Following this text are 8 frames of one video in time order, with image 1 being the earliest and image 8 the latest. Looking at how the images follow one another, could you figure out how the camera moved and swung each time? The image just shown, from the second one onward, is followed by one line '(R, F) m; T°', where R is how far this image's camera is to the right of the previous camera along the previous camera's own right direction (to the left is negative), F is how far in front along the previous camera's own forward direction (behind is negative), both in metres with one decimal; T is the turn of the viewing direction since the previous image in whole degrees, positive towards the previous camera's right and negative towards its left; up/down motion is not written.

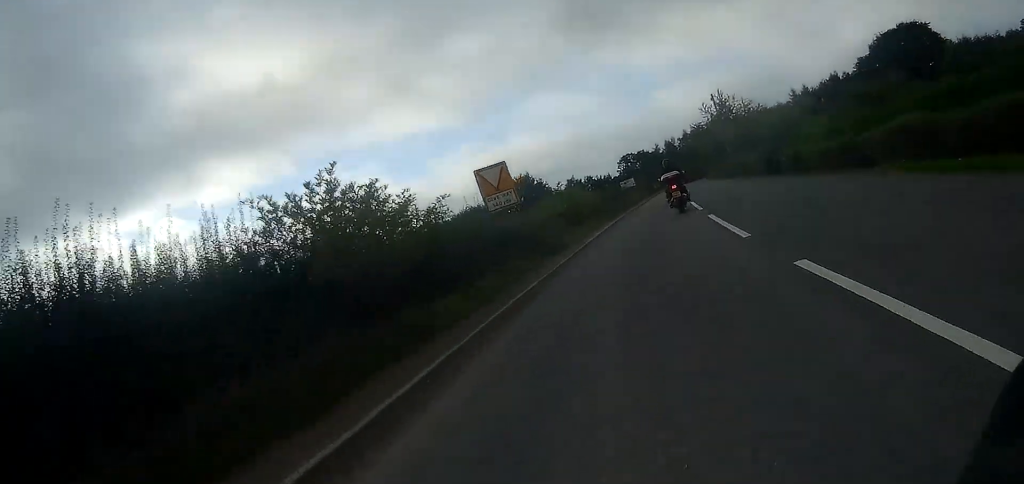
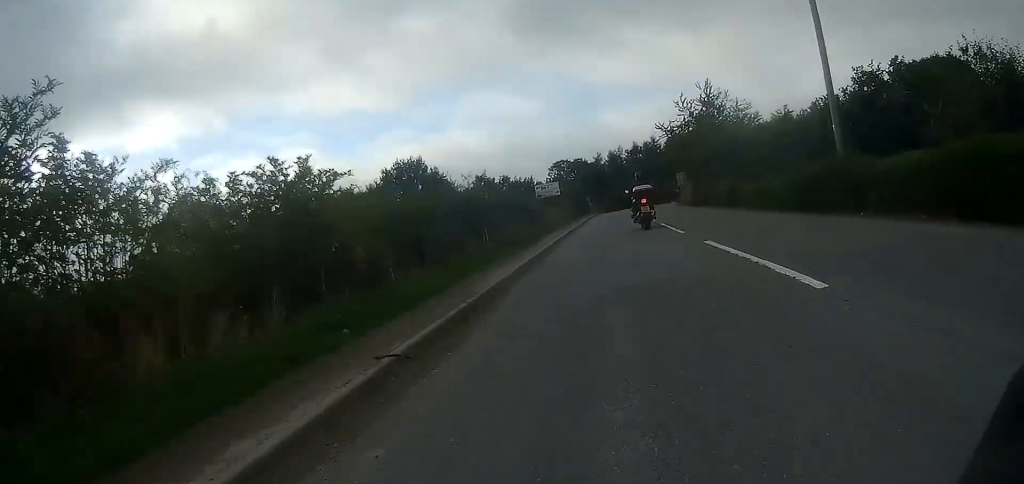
(+2.8, +30.1) m; +9°
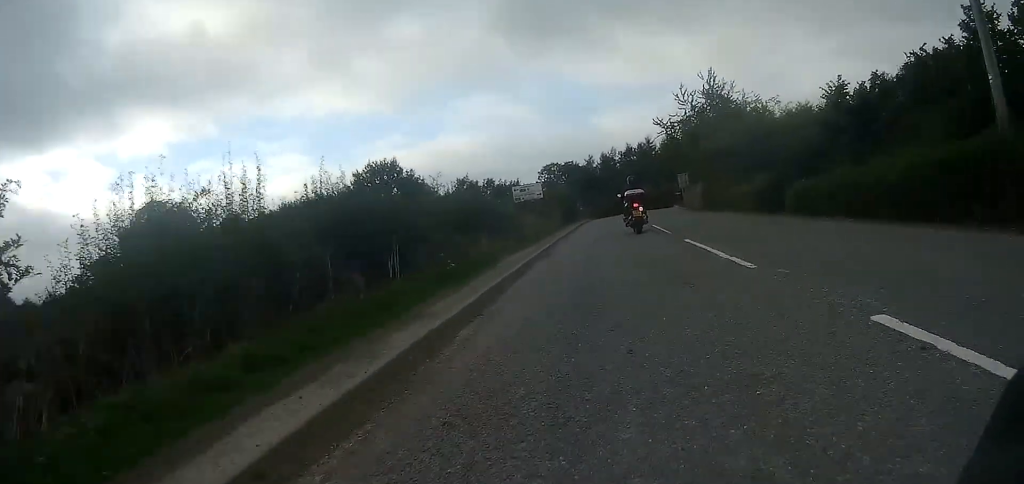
(+0.1, +7.6) m; +1°
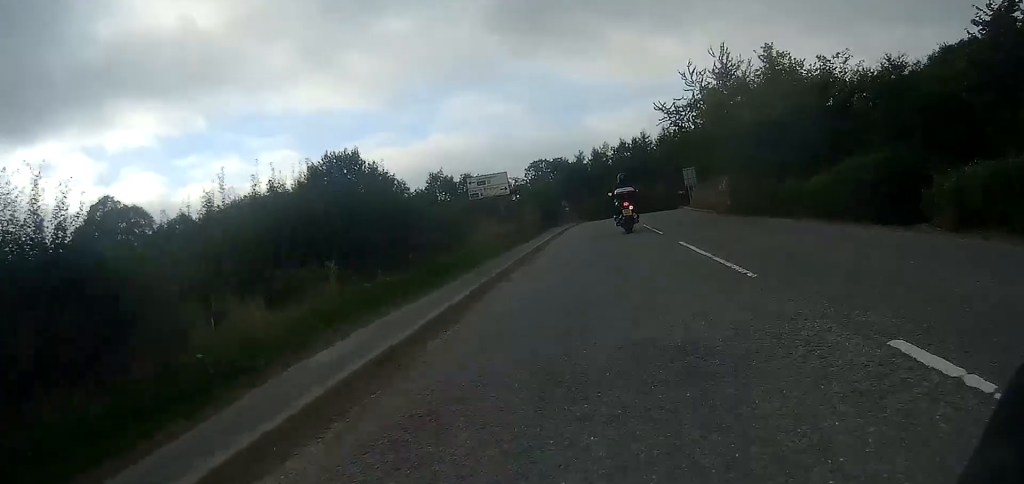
(+0.2, +10.4) m; +2°
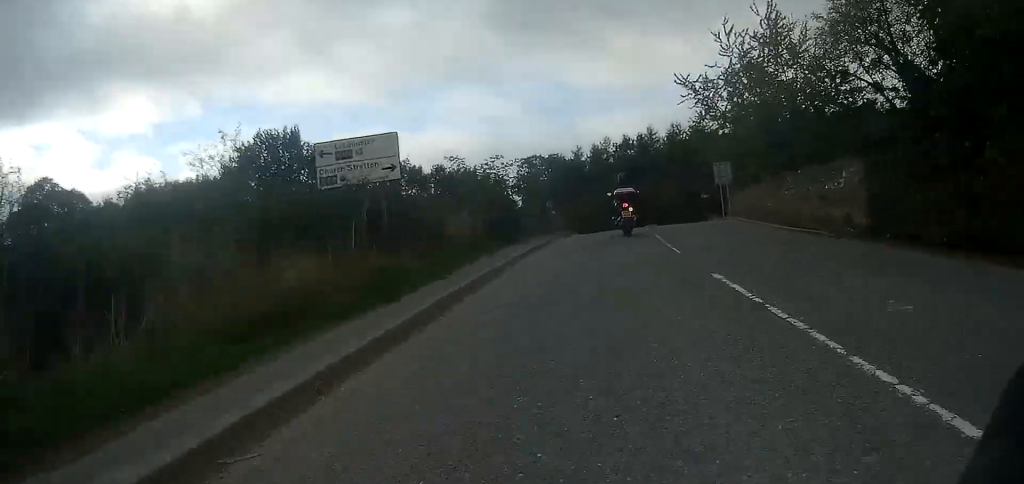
(+0.2, +14.5) m; 0°
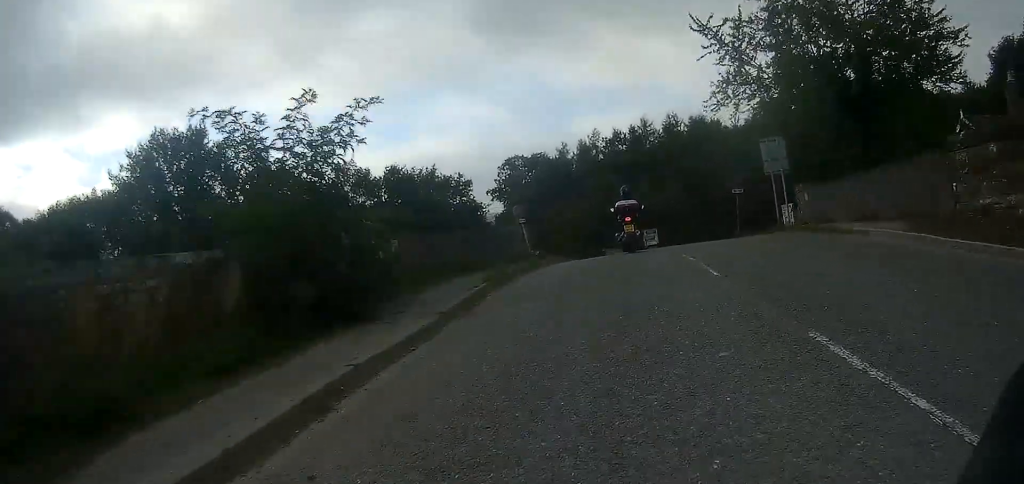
(0.0, +12.8) m; 0°
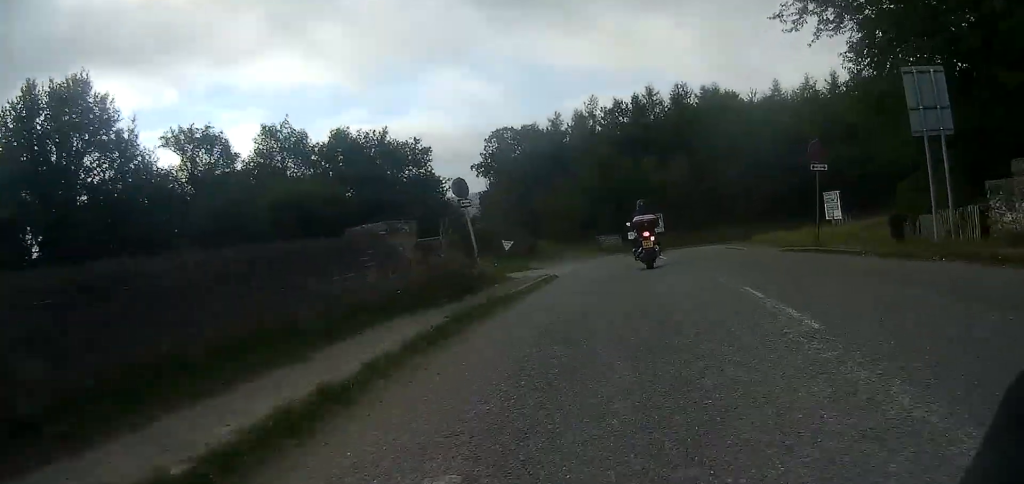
(+0.1, +11.8) m; +1°
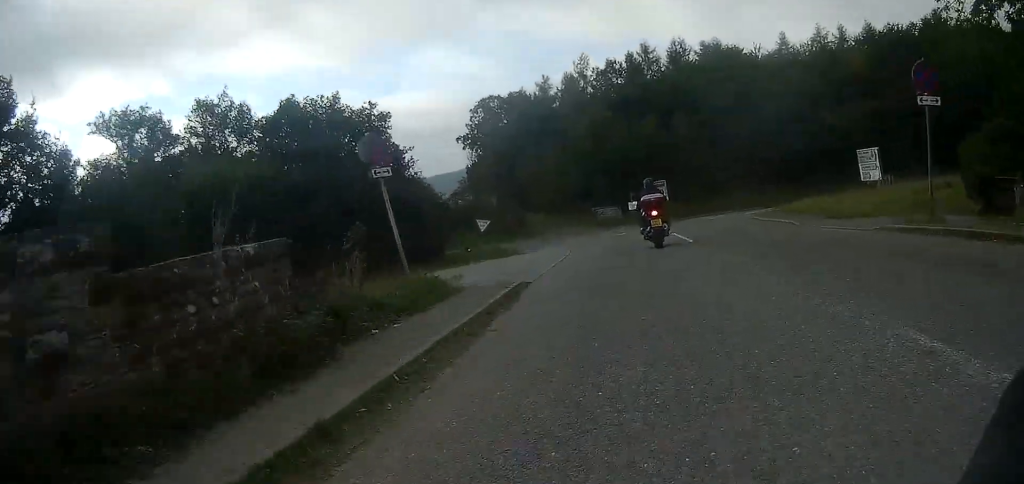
(0.0, +7.0) m; 0°
